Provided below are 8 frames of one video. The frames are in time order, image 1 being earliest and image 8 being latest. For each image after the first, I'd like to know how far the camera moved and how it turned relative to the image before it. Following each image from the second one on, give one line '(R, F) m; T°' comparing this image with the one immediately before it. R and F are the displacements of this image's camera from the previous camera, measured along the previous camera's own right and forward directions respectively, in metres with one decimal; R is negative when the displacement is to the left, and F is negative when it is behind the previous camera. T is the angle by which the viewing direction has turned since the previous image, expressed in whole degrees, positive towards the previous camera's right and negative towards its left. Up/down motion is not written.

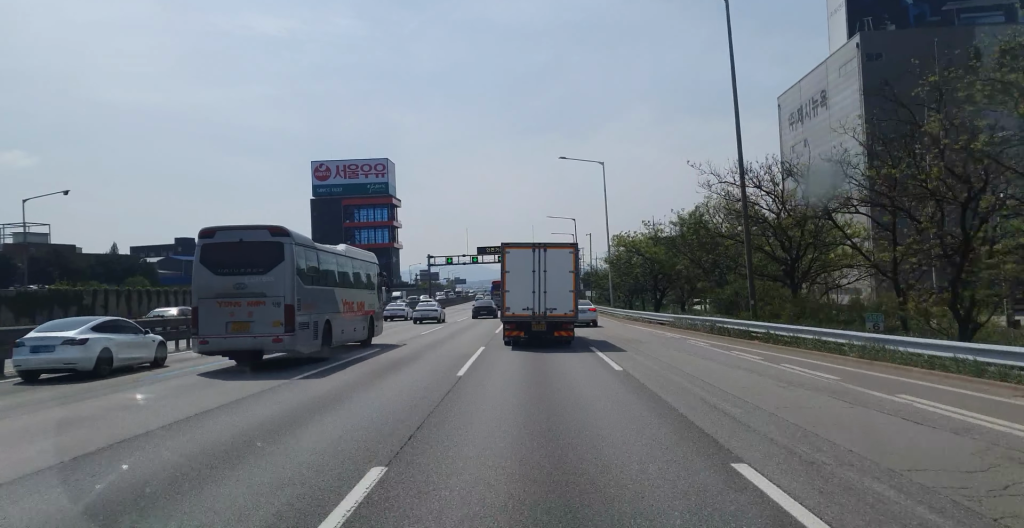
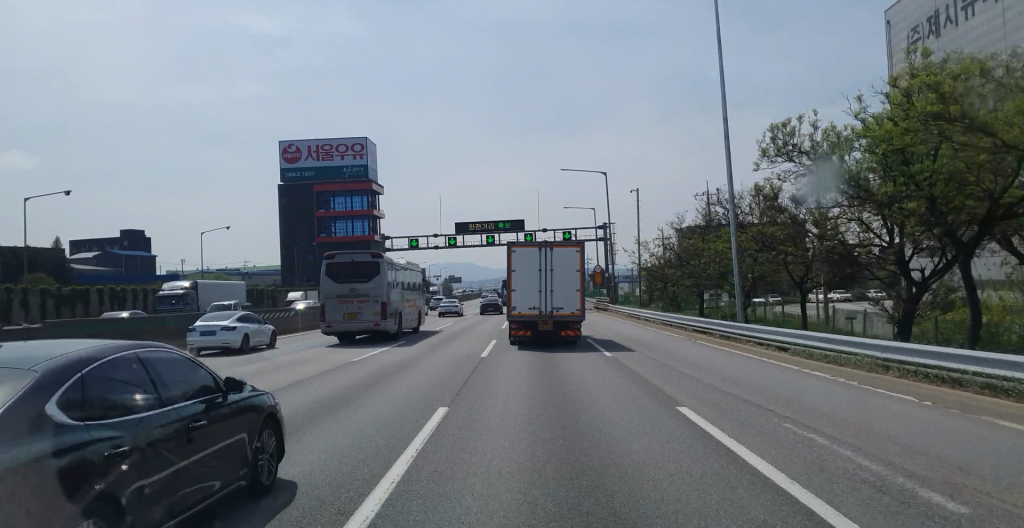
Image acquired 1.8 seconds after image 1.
(+0.2, +35.6) m; 0°
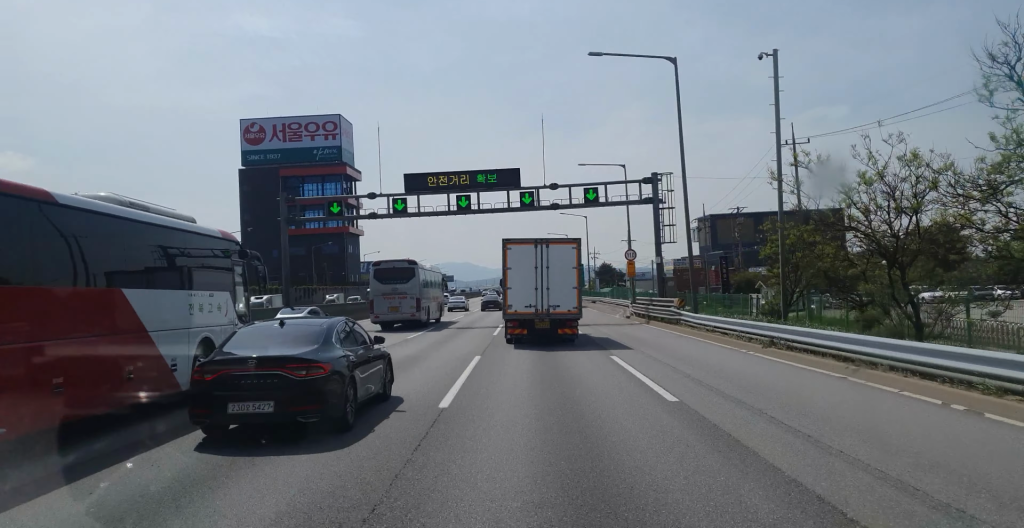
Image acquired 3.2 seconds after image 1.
(+0.4, +28.9) m; +1°
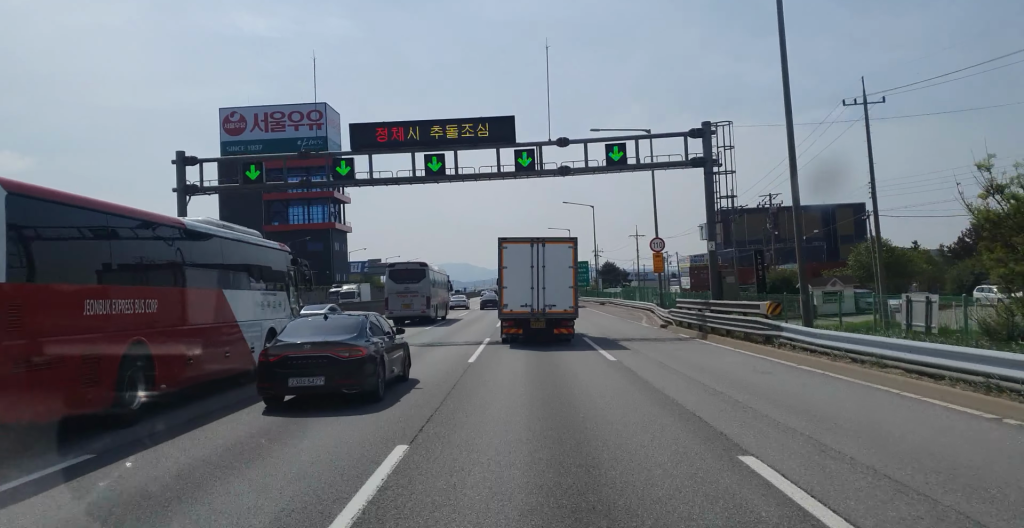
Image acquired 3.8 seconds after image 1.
(-0.1, +12.7) m; 0°
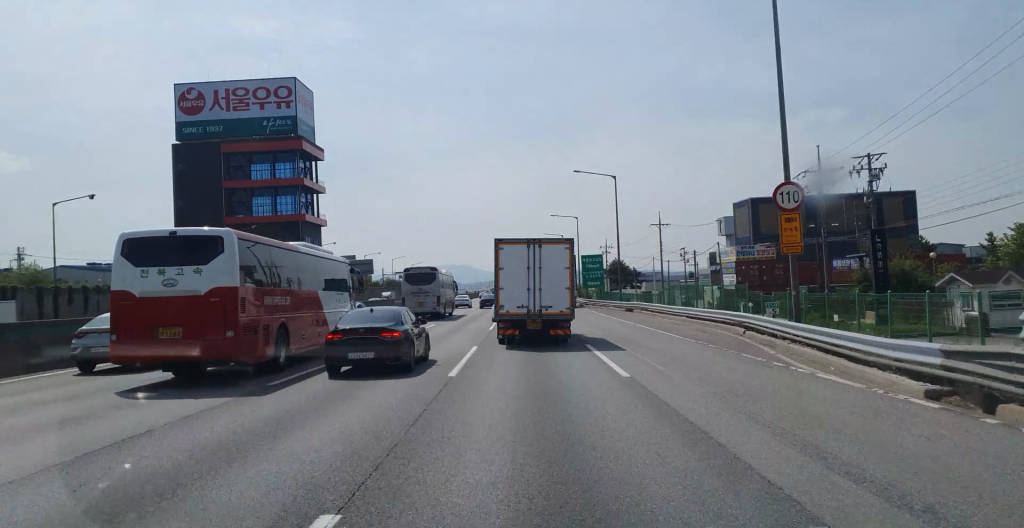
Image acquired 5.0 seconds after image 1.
(-0.1, +23.2) m; 0°
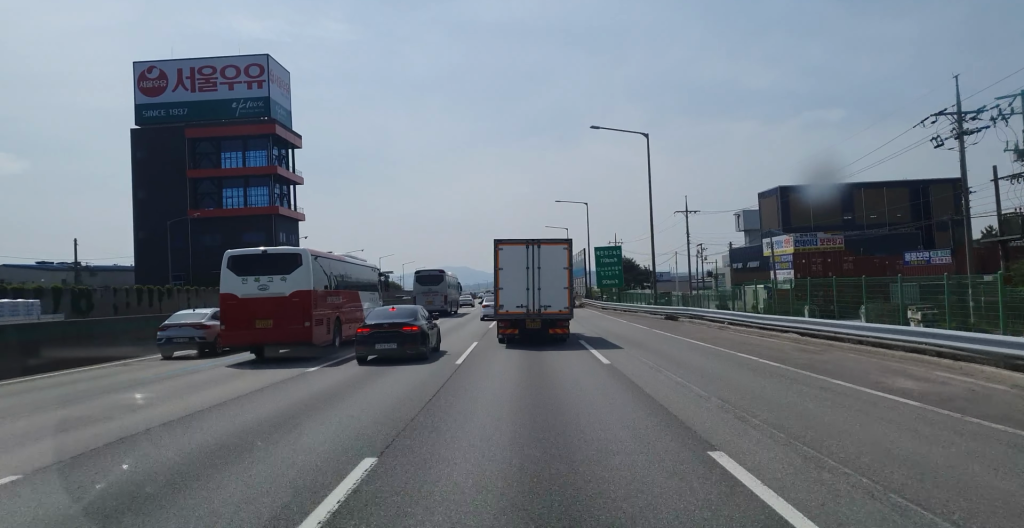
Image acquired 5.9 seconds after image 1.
(0.0, +17.2) m; 0°
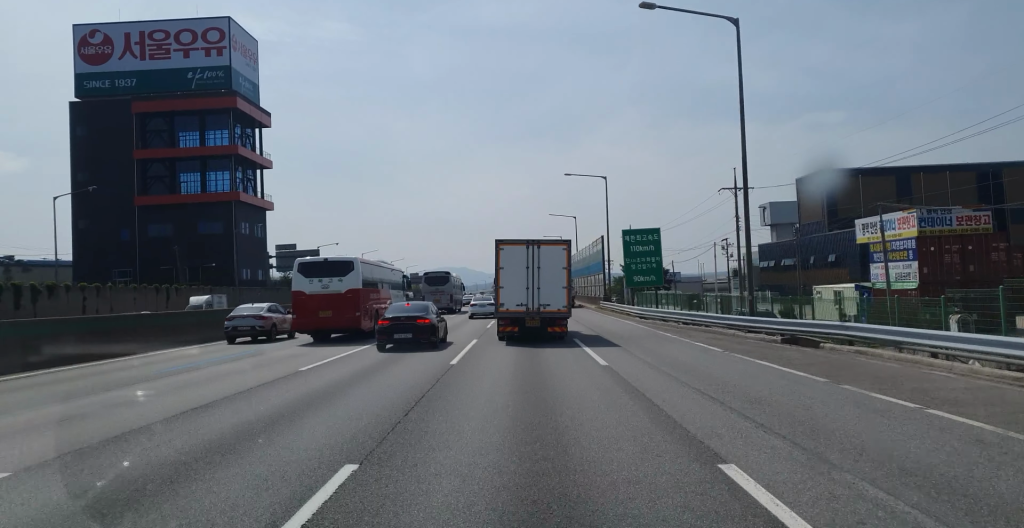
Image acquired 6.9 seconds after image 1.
(+0.1, +19.9) m; 0°
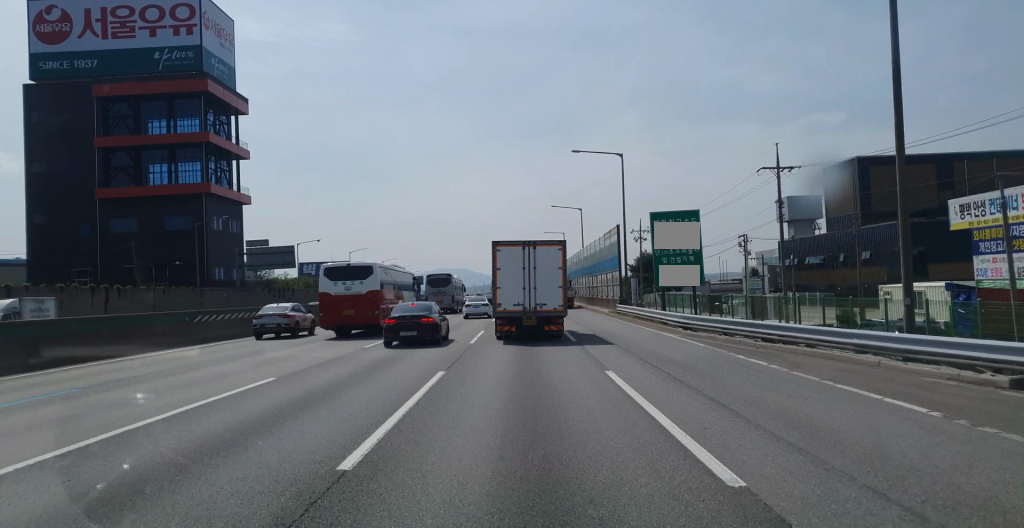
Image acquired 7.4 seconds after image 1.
(-0.1, +11.2) m; 0°
